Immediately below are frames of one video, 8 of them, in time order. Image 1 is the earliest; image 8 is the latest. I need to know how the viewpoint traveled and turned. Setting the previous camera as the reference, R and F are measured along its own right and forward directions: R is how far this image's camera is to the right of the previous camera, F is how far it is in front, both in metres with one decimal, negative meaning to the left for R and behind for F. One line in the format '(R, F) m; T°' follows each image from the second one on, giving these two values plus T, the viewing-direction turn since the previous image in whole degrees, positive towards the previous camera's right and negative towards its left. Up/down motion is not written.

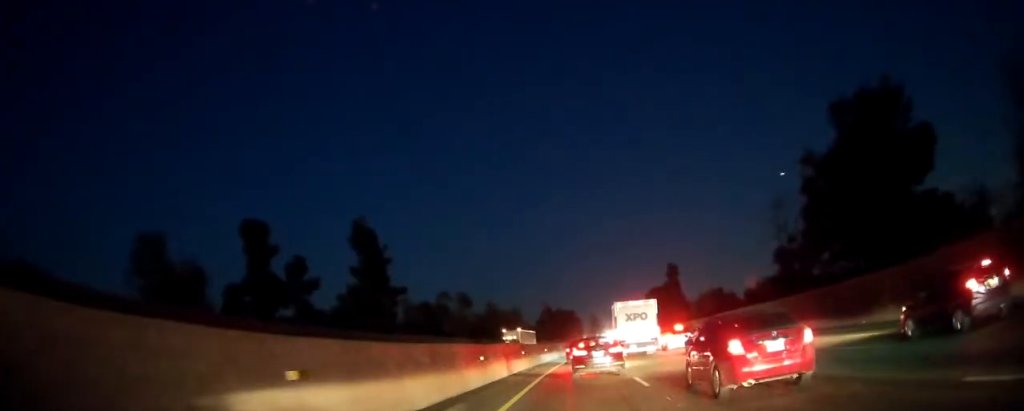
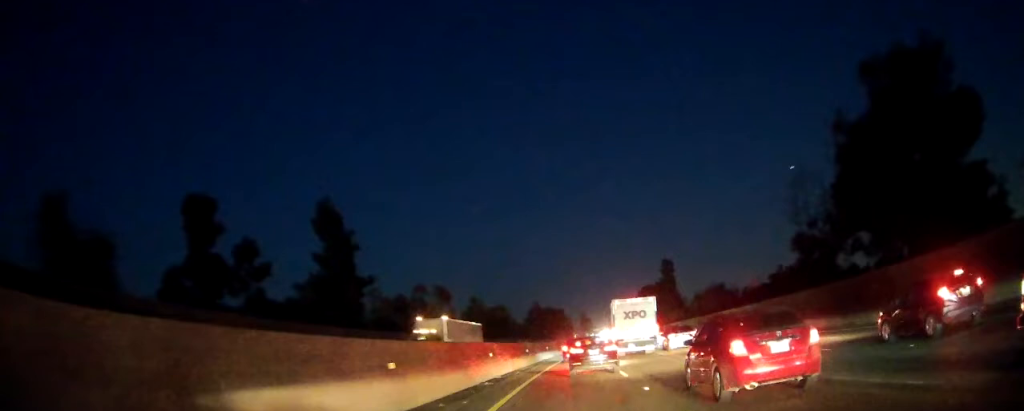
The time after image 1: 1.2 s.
(+0.2, +10.8) m; +1°
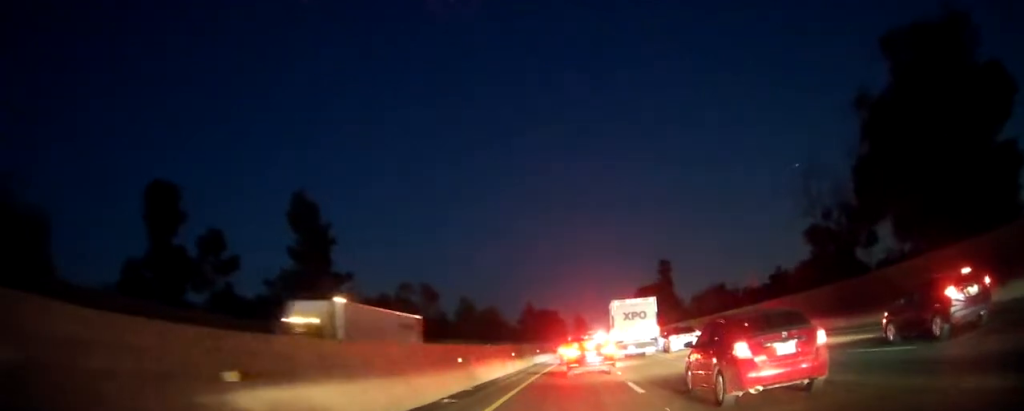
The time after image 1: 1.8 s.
(+0.1, +5.7) m; 0°
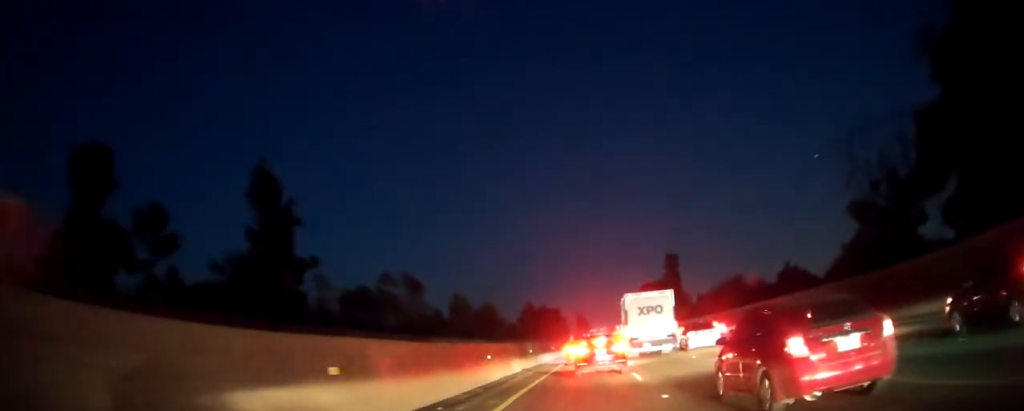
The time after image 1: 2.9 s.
(0.0, +10.2) m; 0°
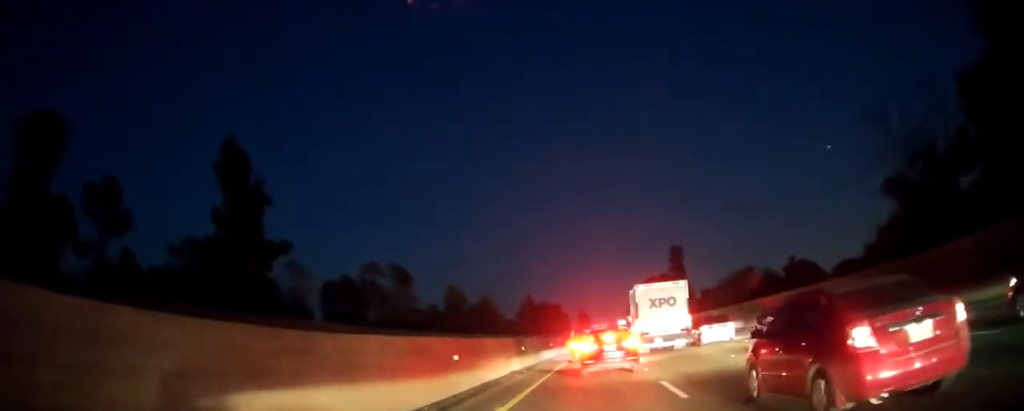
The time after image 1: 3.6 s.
(+0.1, +6.8) m; 0°
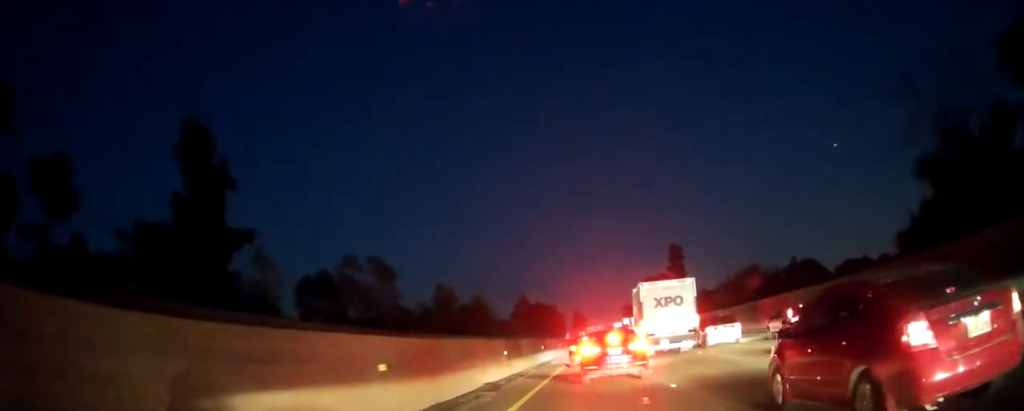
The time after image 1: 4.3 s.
(0.0, +7.0) m; 0°
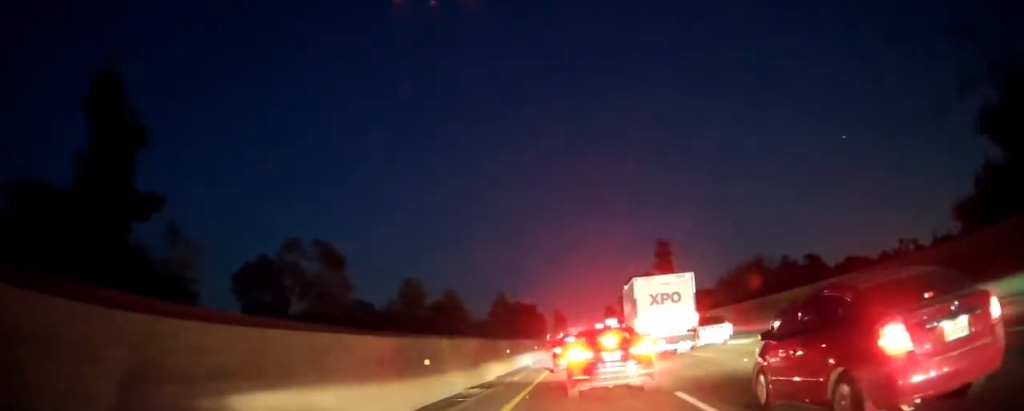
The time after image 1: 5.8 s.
(+0.1, +13.4) m; +2°
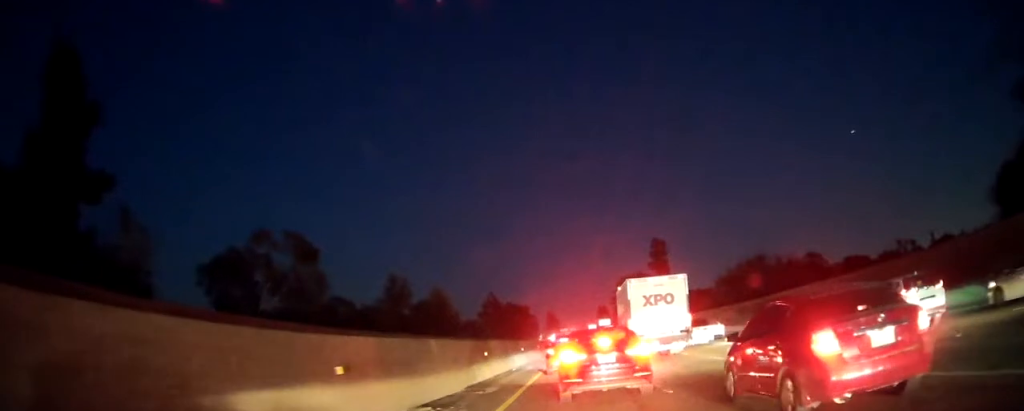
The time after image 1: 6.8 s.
(+0.1, +6.6) m; +1°
